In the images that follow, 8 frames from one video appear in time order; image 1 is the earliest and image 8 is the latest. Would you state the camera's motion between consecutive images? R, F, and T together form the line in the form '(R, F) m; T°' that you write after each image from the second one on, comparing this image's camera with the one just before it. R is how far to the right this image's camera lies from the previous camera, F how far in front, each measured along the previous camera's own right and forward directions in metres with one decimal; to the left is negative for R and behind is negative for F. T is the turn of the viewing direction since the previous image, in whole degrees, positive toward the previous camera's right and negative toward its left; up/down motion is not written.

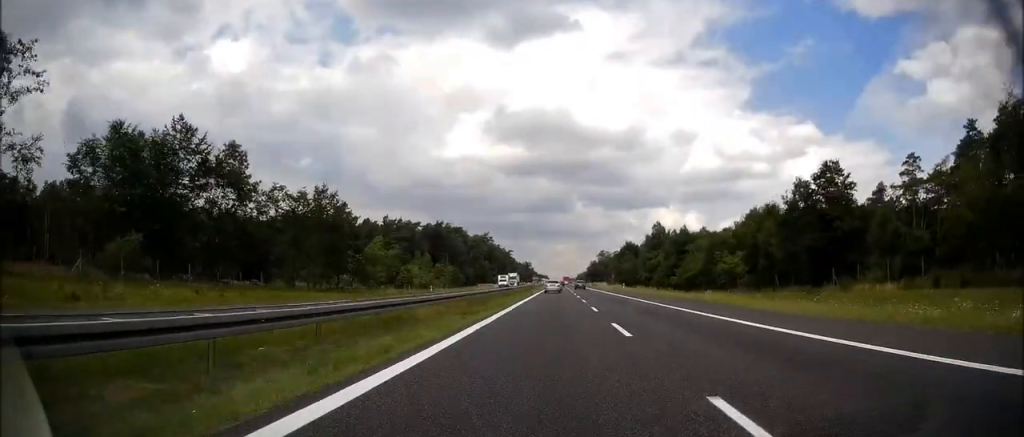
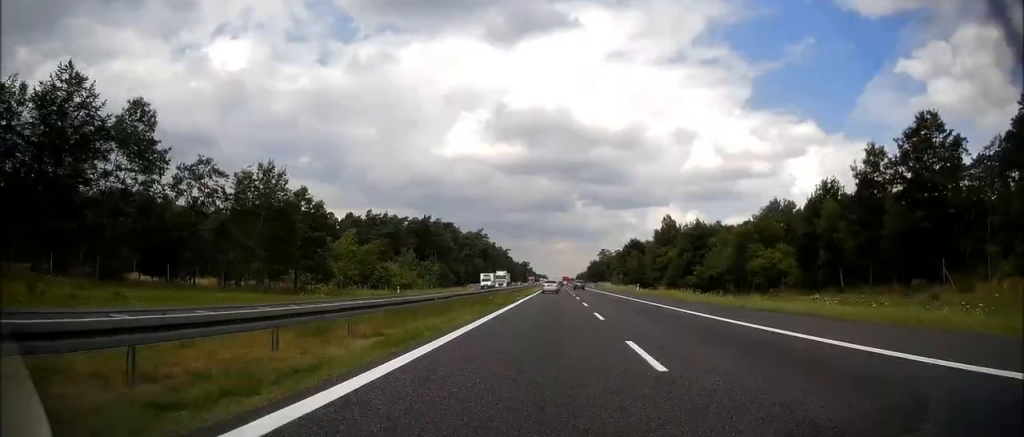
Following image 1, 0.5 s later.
(-0.3, +17.9) m; 0°
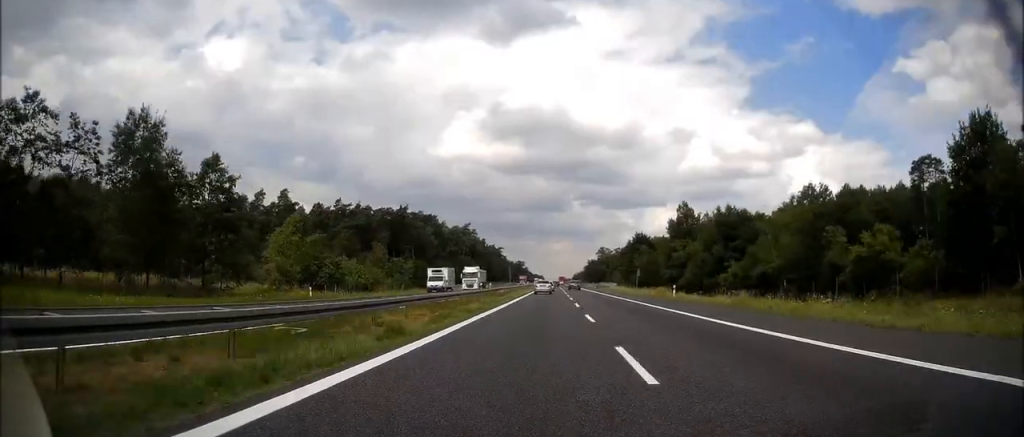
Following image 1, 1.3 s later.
(+0.4, +25.1) m; +1°
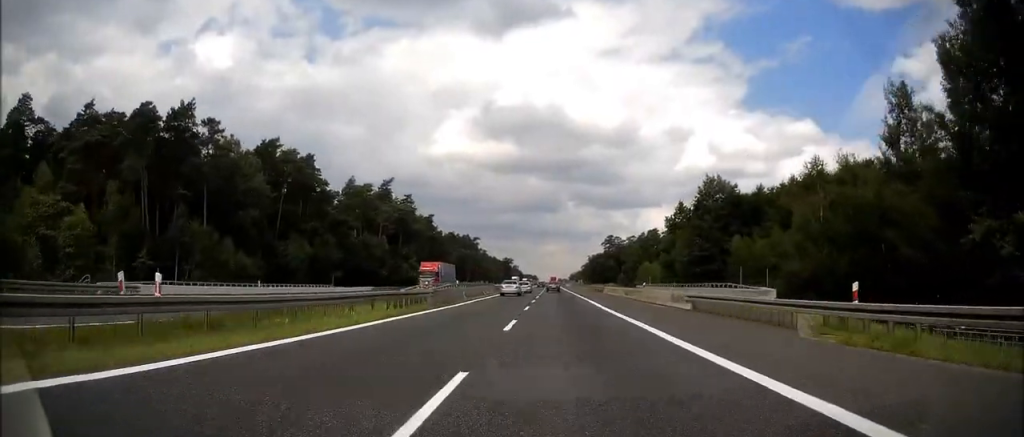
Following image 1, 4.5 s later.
(+0.4, +100.3) m; +1°
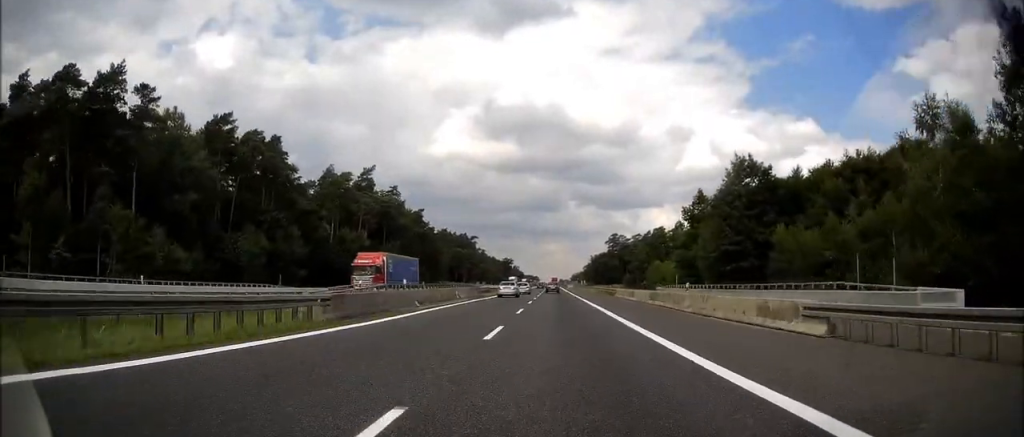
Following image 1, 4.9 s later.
(0.0, +14.5) m; 0°
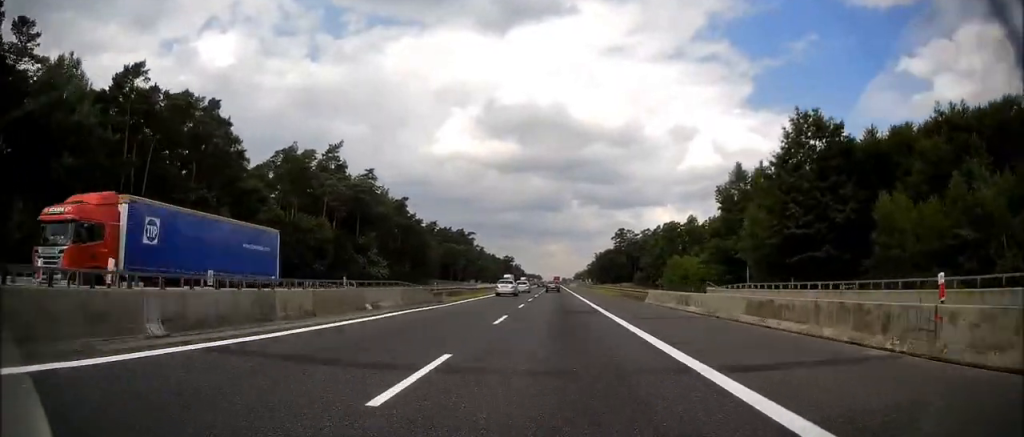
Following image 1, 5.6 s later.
(+0.1, +19.6) m; -1°
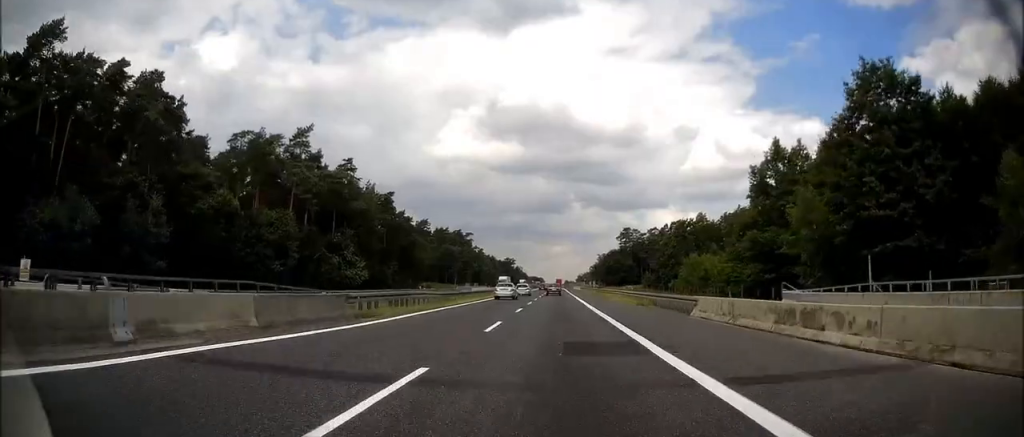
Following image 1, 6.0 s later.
(-0.2, +13.3) m; 0°
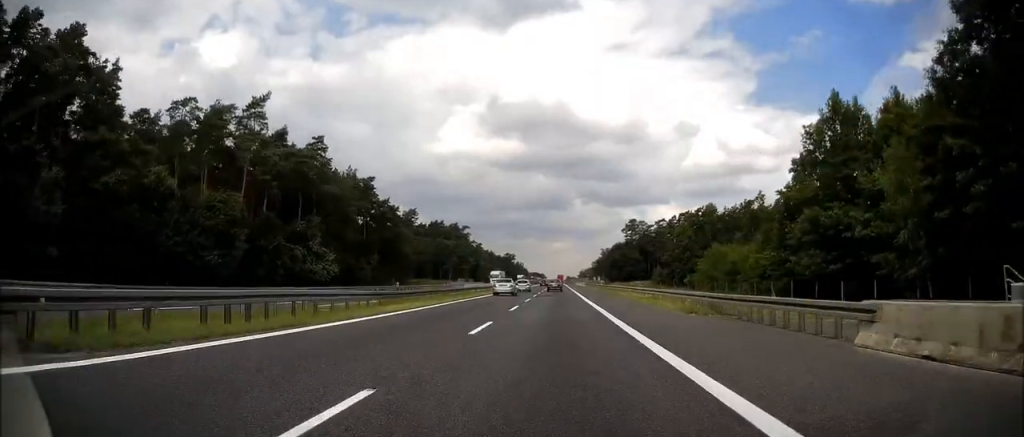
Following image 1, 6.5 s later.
(-0.1, +14.3) m; 0°
